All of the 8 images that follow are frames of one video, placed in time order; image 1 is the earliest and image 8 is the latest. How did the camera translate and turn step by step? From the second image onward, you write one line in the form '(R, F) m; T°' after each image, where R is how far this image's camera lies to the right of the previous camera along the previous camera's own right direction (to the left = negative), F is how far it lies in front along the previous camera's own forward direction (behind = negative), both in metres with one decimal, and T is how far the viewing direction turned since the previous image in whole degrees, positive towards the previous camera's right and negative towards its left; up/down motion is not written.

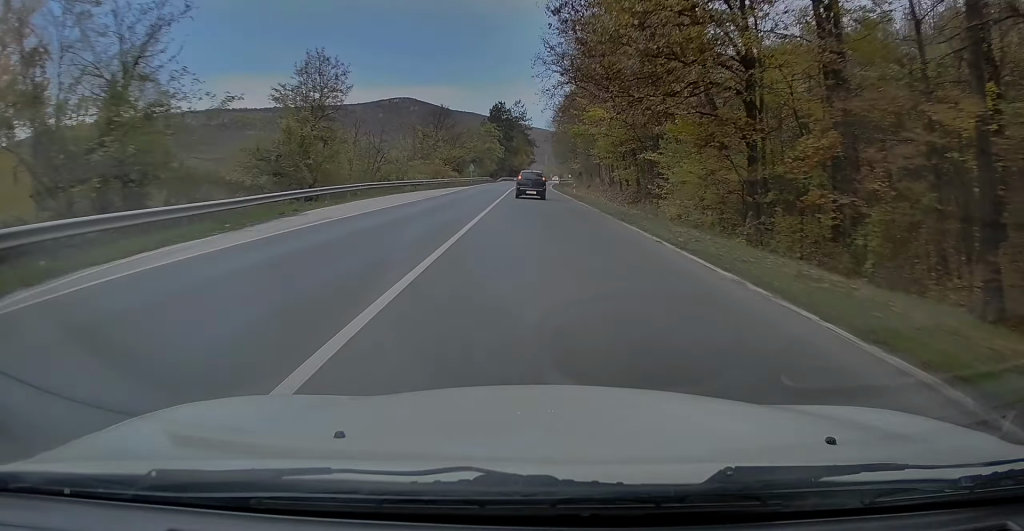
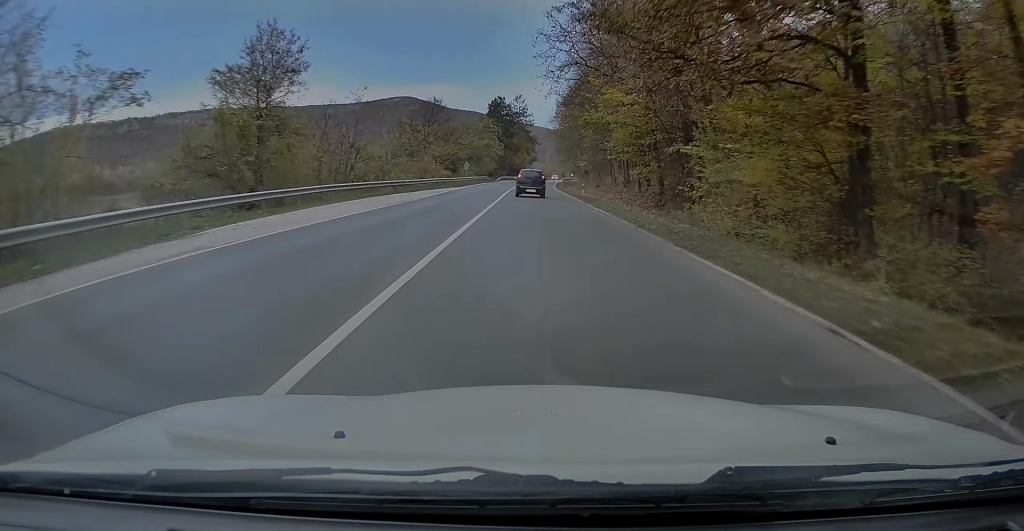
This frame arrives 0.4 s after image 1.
(0.0, +8.2) m; -1°
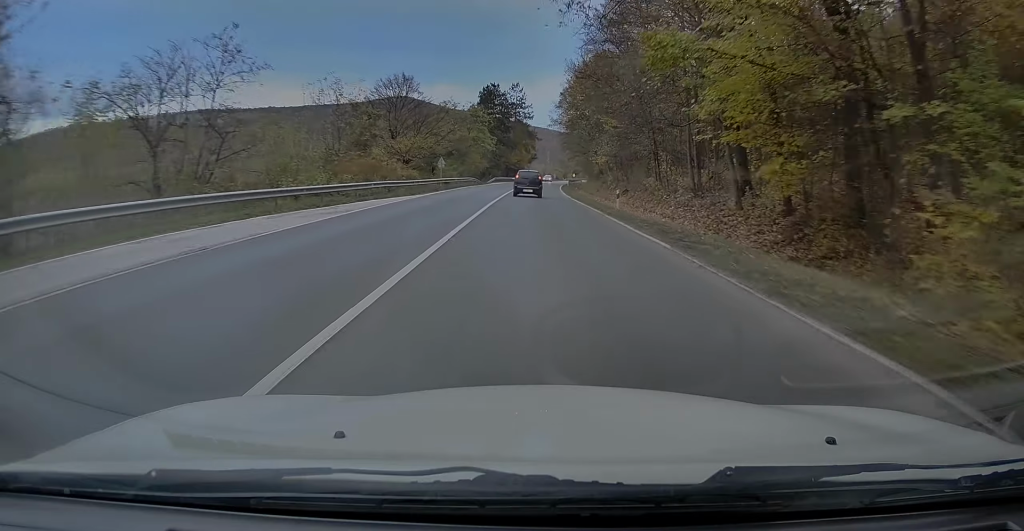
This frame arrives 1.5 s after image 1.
(-0.2, +20.8) m; 0°
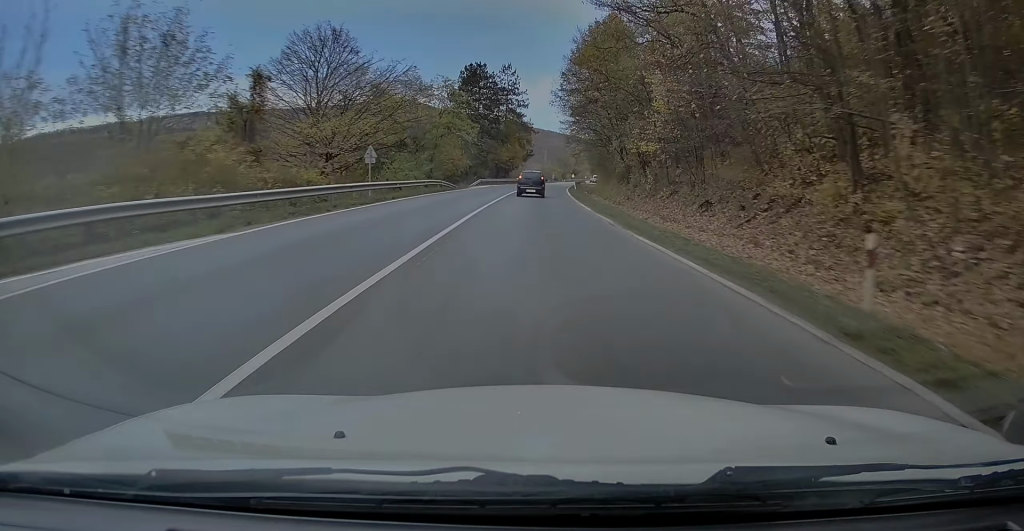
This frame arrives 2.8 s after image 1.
(+0.4, +23.3) m; +1°
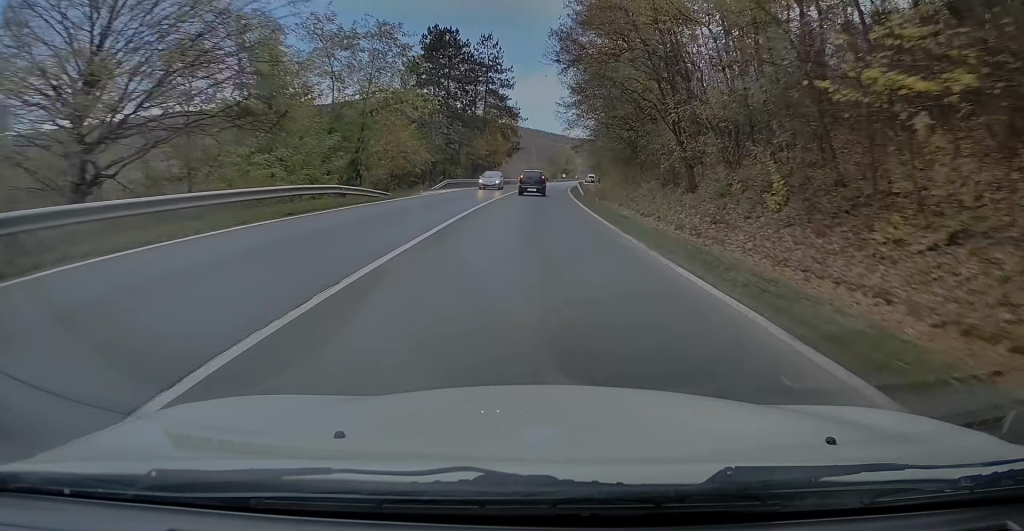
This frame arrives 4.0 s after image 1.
(0.0, +23.3) m; +1°
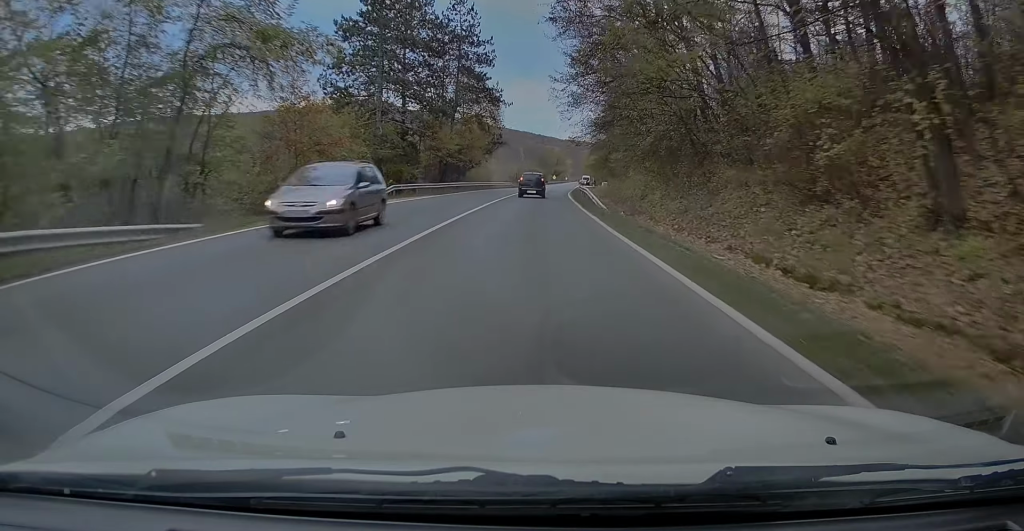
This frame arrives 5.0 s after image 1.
(+0.3, +19.5) m; +1°
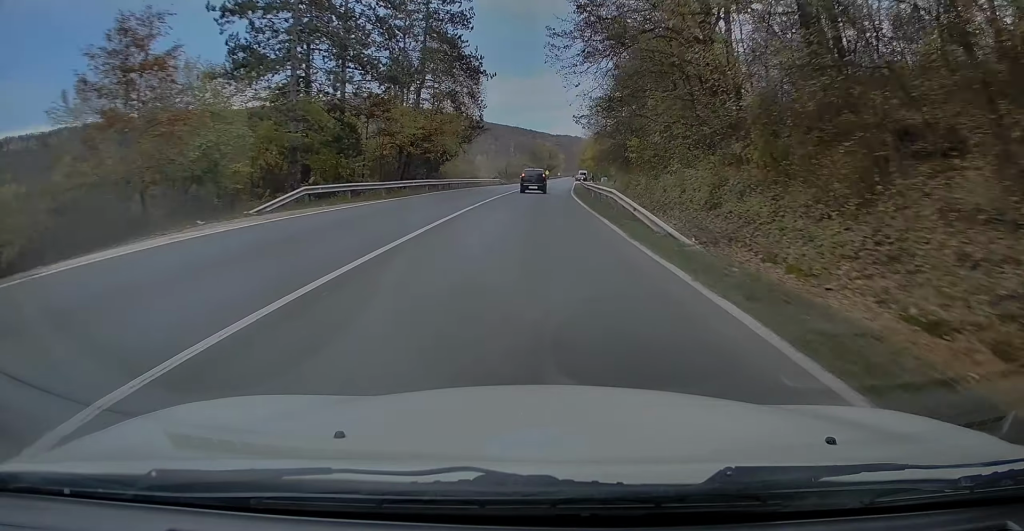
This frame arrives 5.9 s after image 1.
(+0.1, +15.6) m; 0°
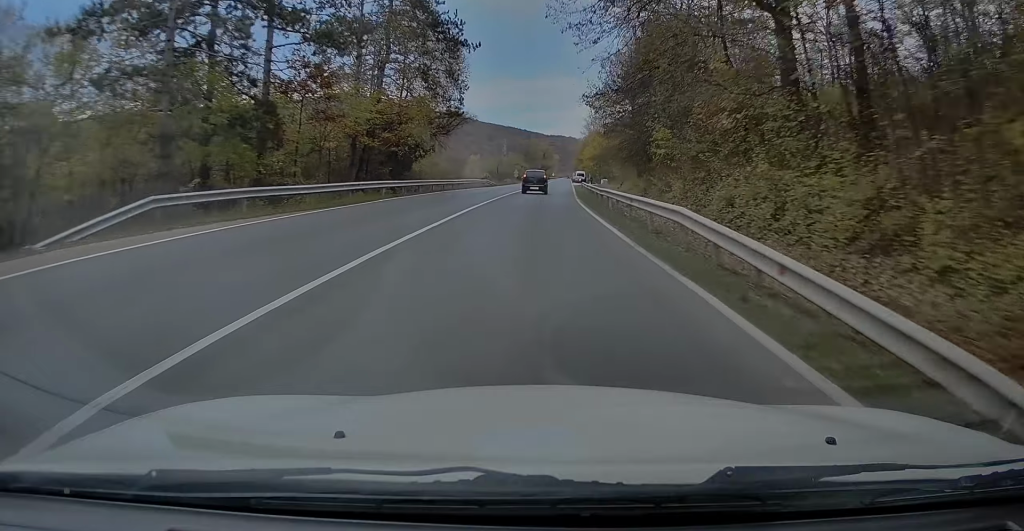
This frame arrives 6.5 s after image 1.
(0.0, +11.1) m; 0°
